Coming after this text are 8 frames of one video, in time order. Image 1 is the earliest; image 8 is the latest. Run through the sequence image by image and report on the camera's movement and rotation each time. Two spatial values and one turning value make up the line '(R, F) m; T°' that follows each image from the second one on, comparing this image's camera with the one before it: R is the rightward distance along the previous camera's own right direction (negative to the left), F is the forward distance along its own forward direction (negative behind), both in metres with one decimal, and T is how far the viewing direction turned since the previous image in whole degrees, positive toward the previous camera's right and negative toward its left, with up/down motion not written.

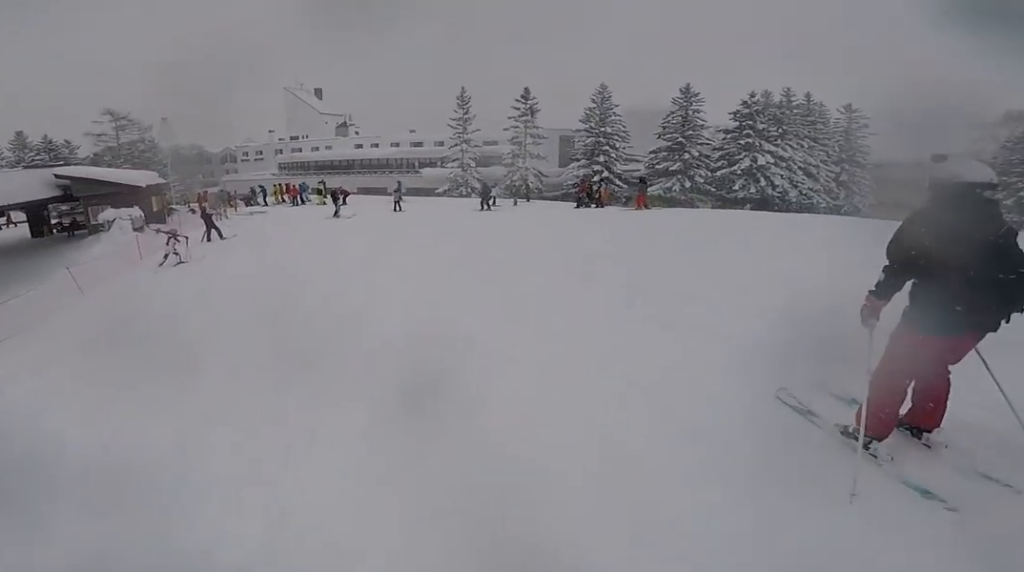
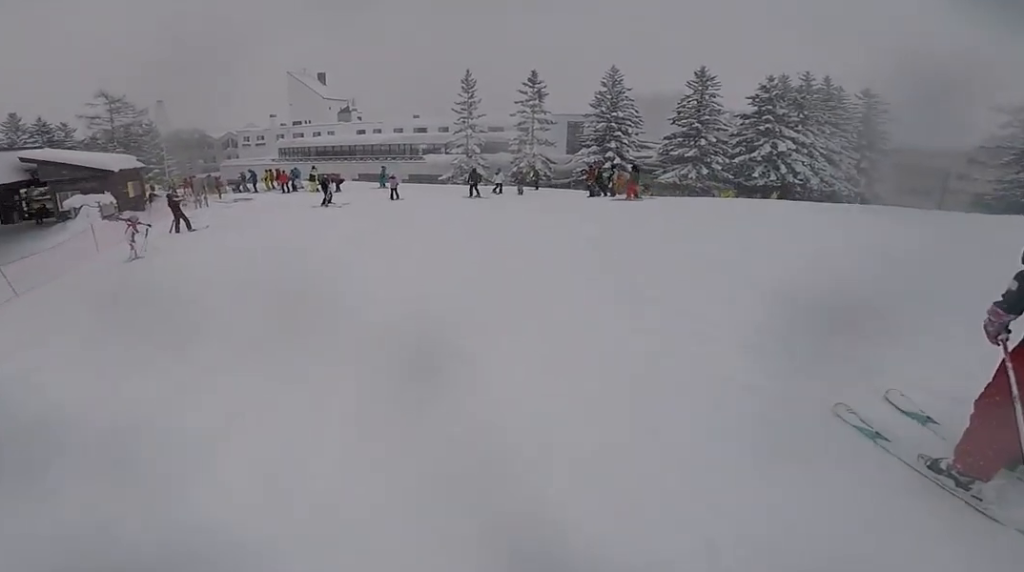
(-0.1, +2.5) m; -1°
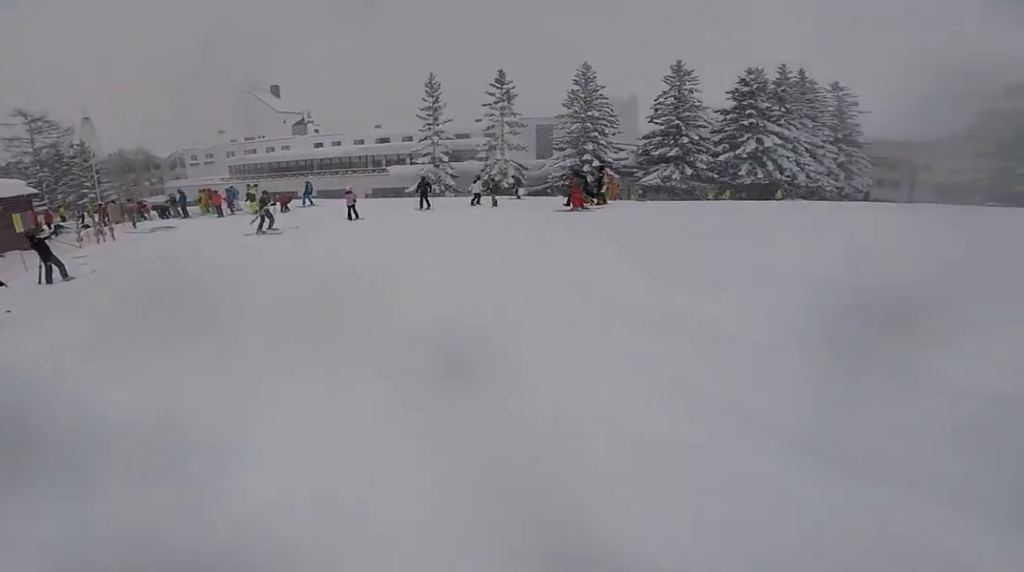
(-0.3, +4.8) m; 0°
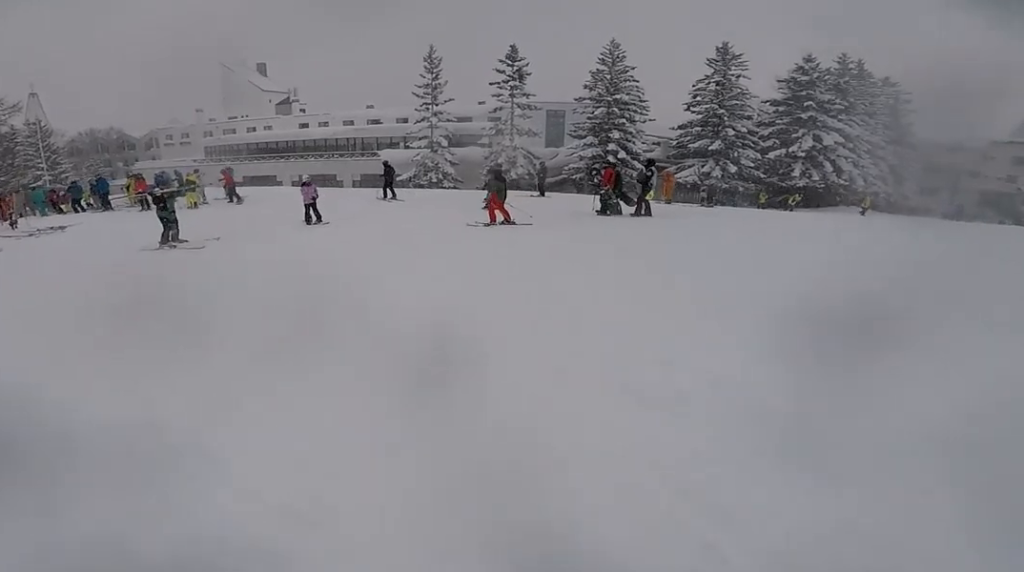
(+0.1, +6.3) m; -10°
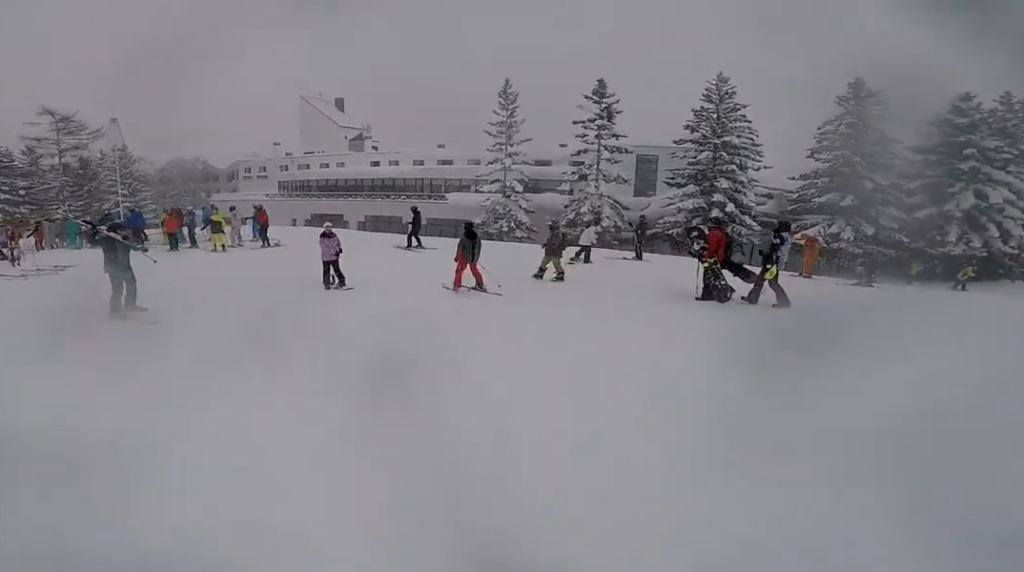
(-1.1, +3.8) m; -1°
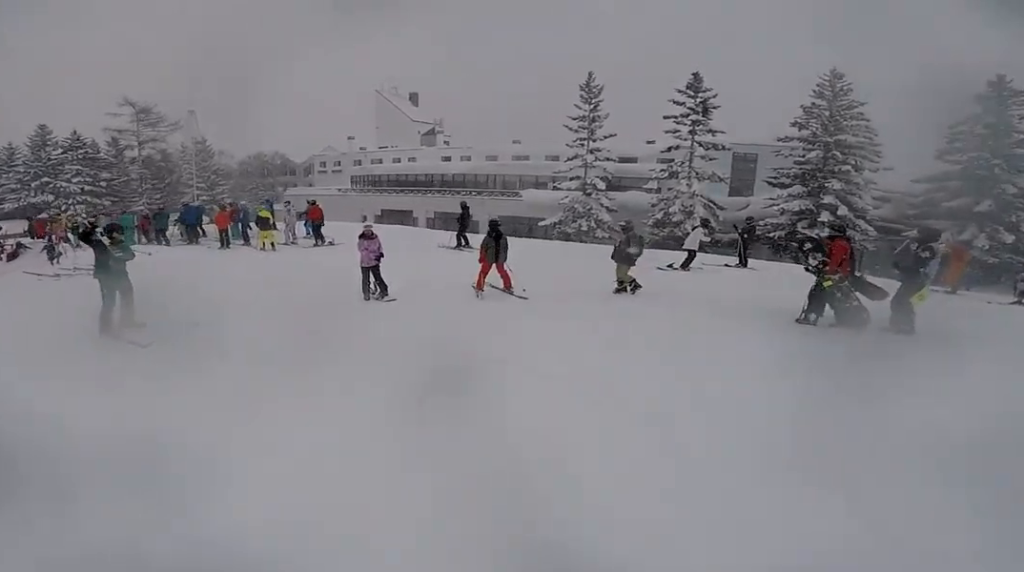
(+0.5, +1.7) m; +2°
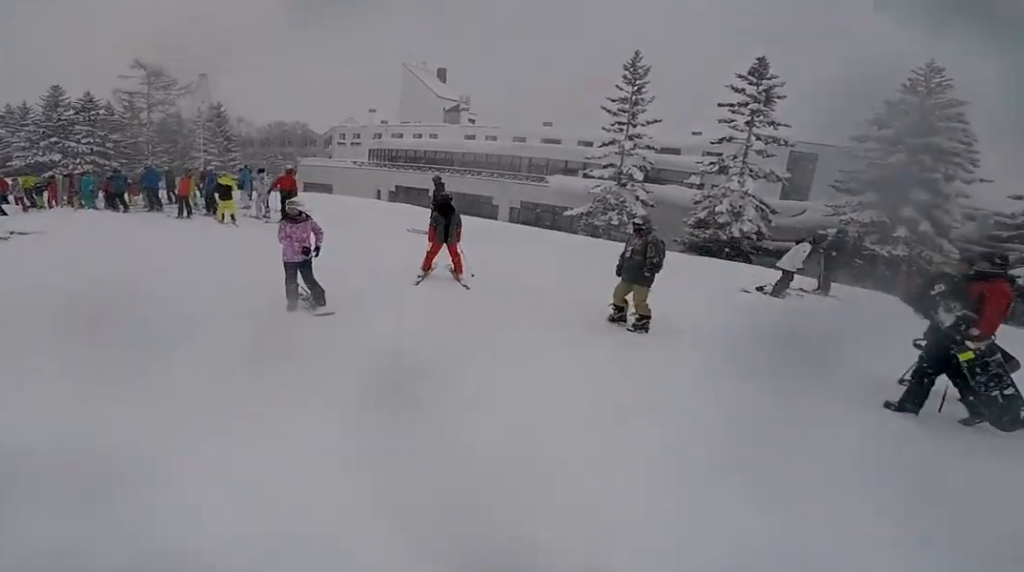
(+0.5, +3.0) m; -2°
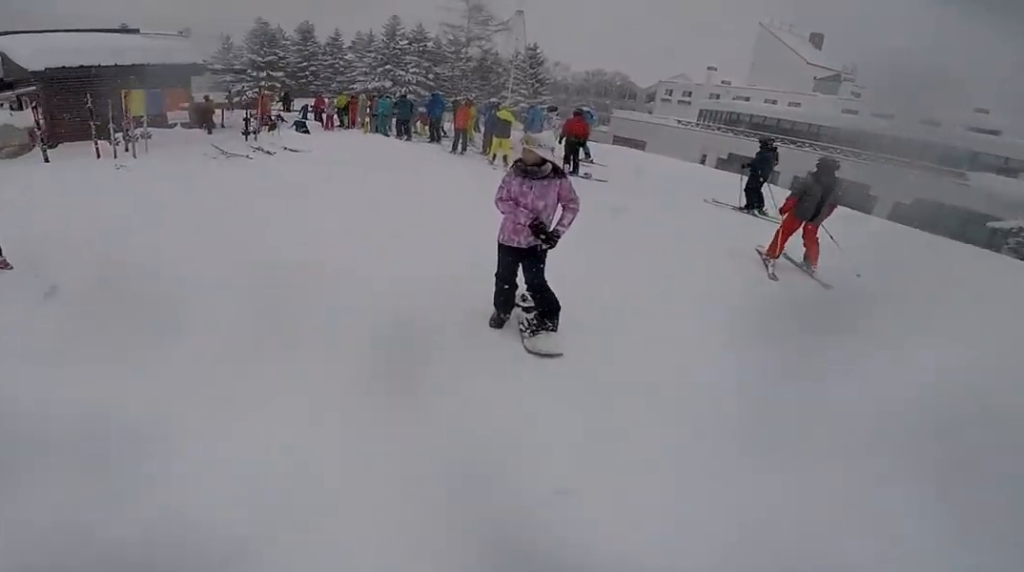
(-0.5, +2.8) m; -22°
